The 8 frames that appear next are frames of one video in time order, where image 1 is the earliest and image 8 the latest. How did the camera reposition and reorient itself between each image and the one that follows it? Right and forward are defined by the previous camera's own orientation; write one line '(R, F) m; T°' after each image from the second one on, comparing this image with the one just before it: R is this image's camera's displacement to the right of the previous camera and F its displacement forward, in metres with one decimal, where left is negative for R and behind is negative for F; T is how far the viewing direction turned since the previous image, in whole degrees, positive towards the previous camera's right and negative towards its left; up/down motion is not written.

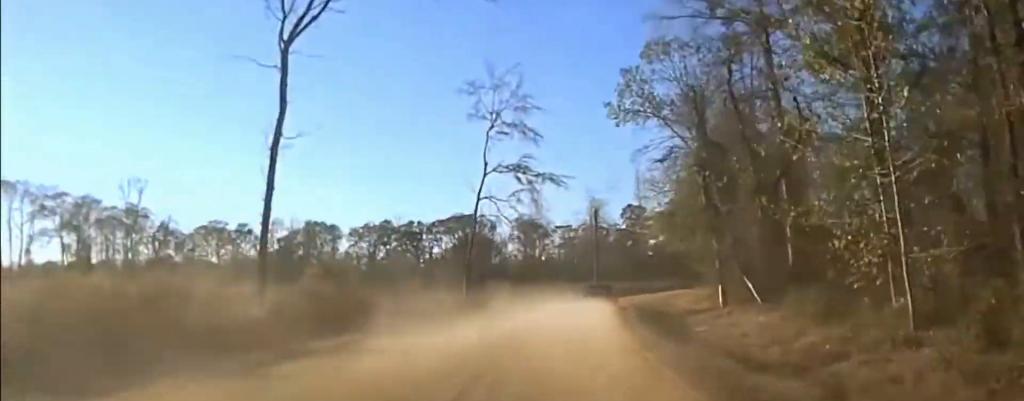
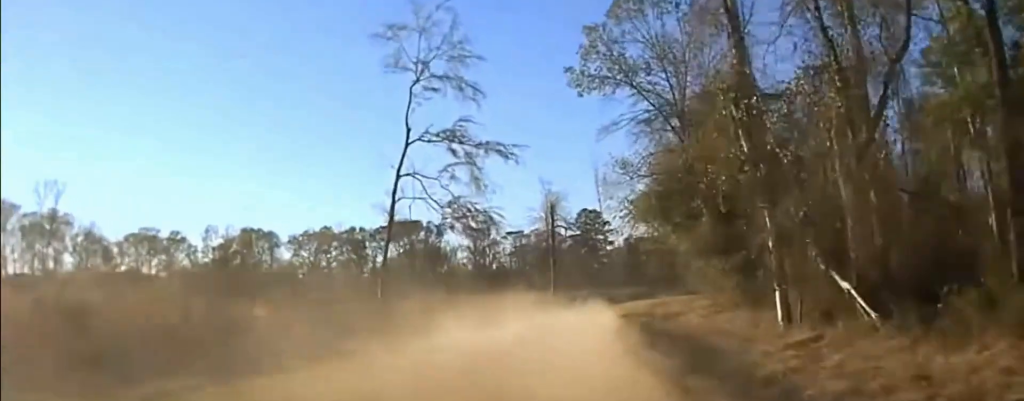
(+0.3, +16.5) m; +3°
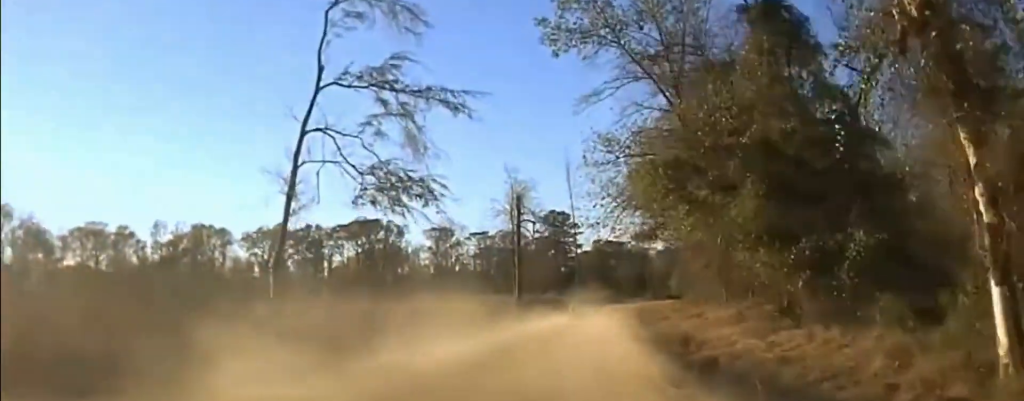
(+0.1, +12.5) m; +2°
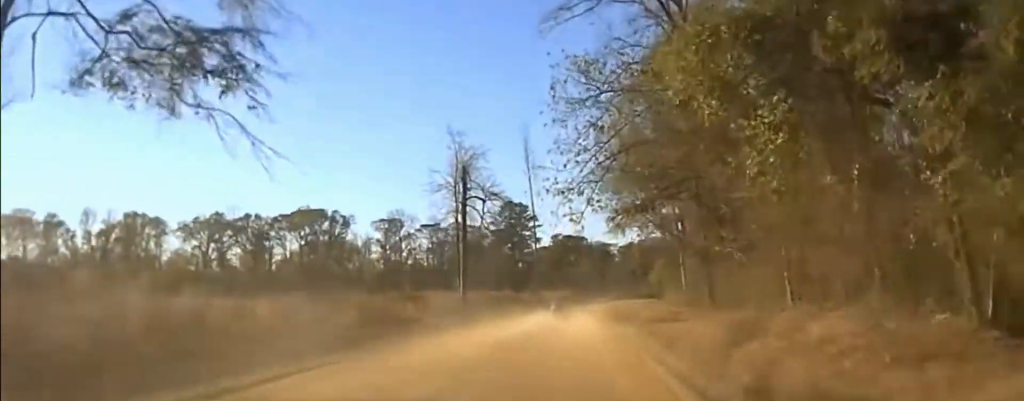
(+0.5, +17.0) m; +3°
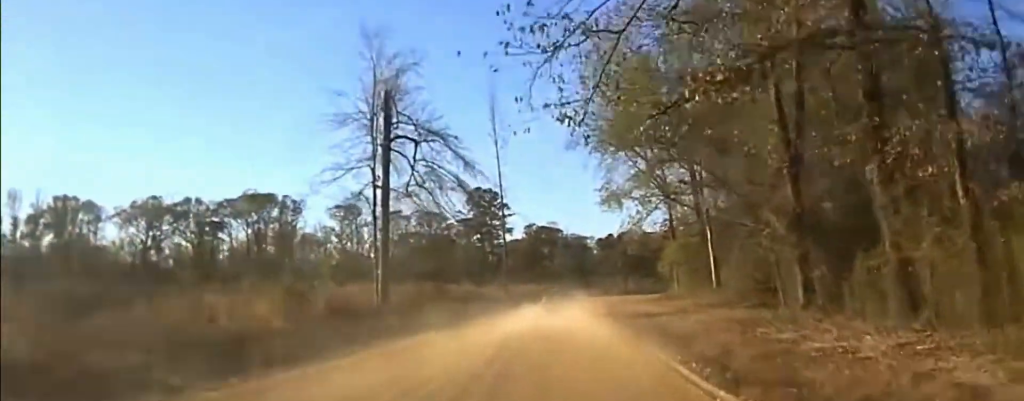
(+0.9, +25.7) m; +3°
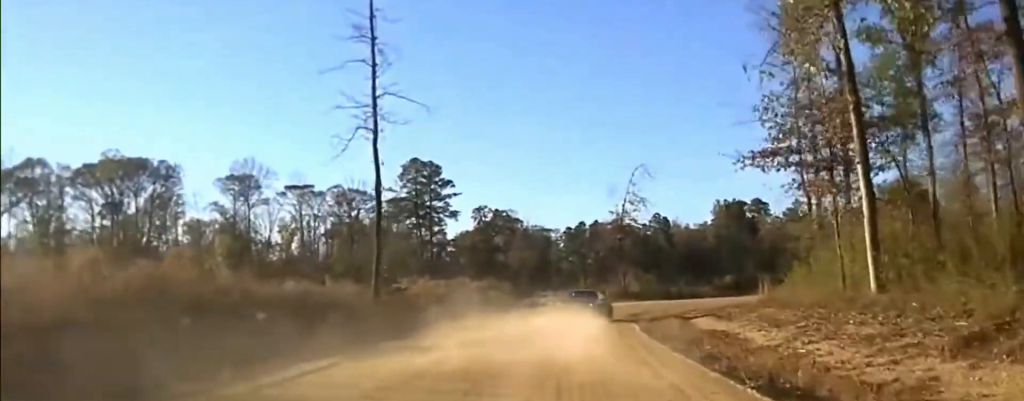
(+1.5, +62.2) m; +3°
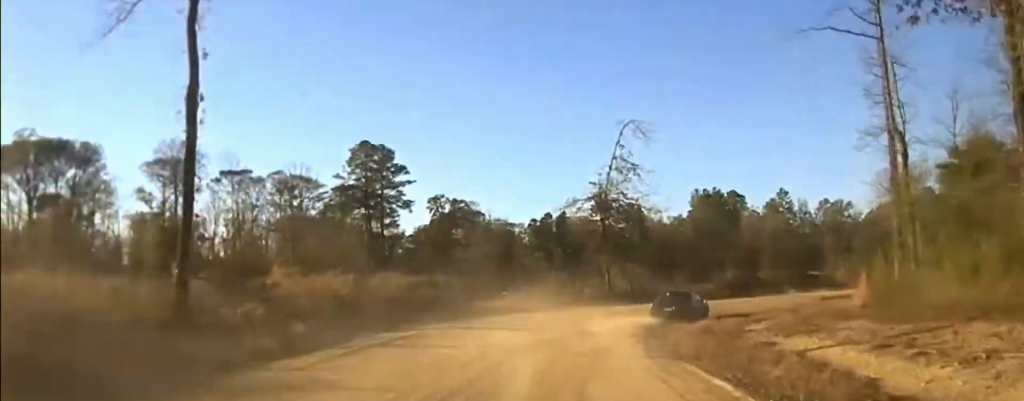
(+0.4, +22.1) m; +2°
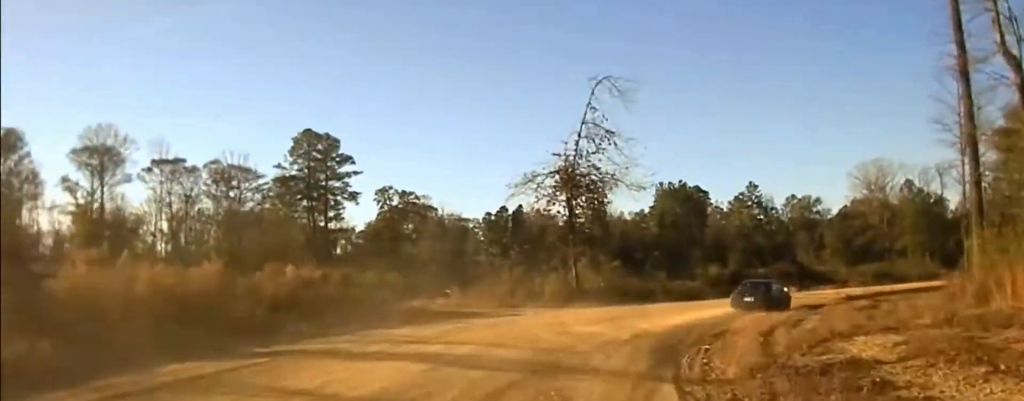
(+0.2, +13.5) m; +3°
